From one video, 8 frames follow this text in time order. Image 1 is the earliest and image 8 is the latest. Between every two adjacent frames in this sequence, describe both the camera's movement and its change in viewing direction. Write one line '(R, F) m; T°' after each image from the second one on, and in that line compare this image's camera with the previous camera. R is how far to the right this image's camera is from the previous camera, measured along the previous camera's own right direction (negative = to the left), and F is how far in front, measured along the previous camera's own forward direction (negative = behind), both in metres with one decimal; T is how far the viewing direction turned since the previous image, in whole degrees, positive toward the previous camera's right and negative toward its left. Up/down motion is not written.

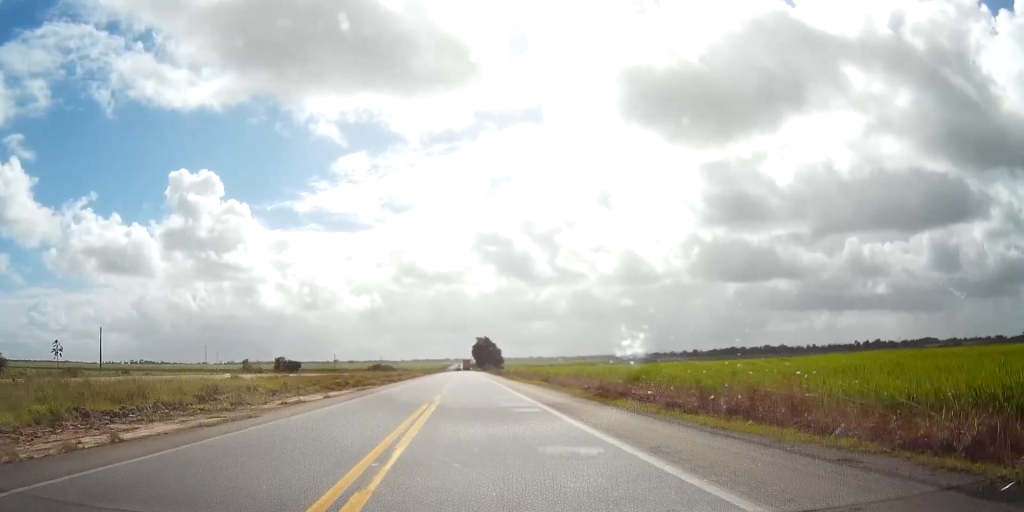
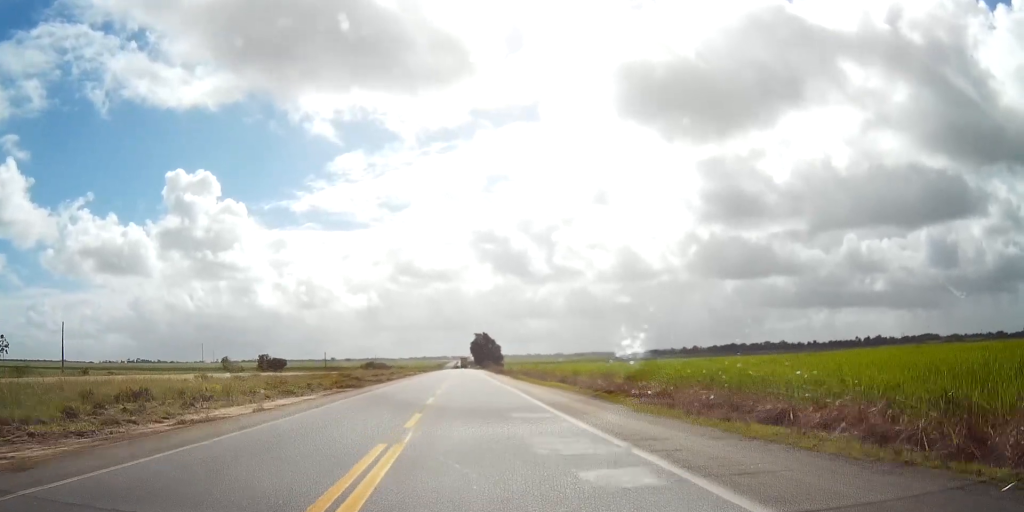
(0.0, +12.5) m; 0°
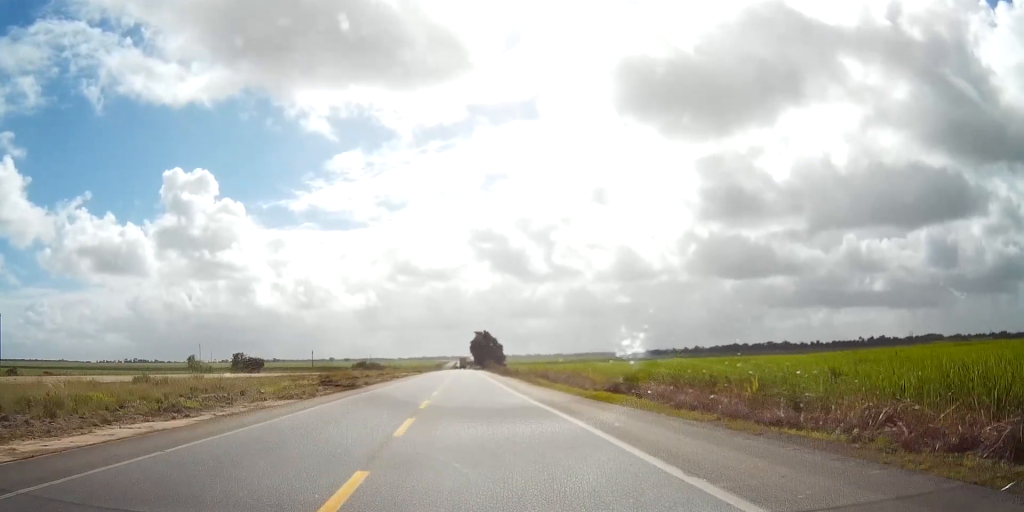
(-0.1, +18.2) m; 0°
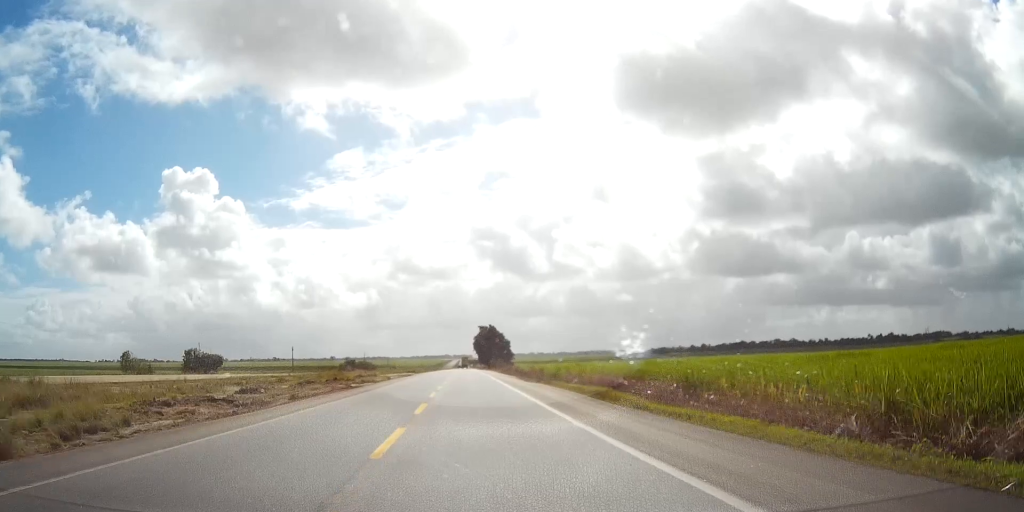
(0.0, +27.6) m; 0°
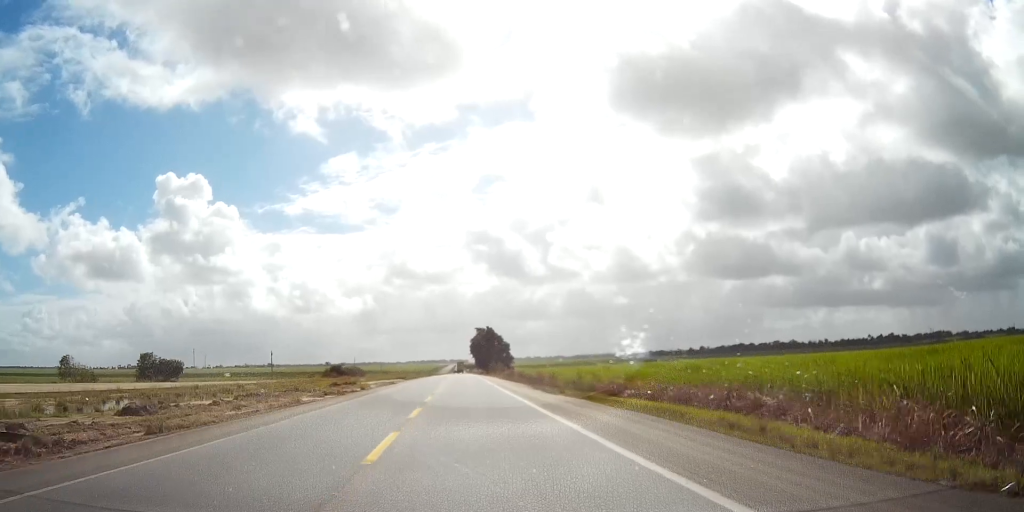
(0.0, +16.6) m; 0°
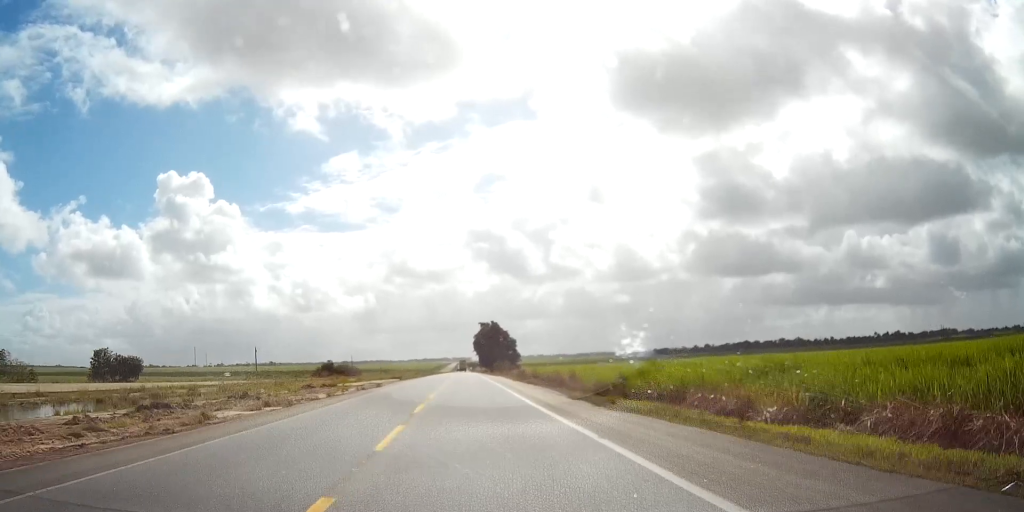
(0.0, +15.1) m; 0°
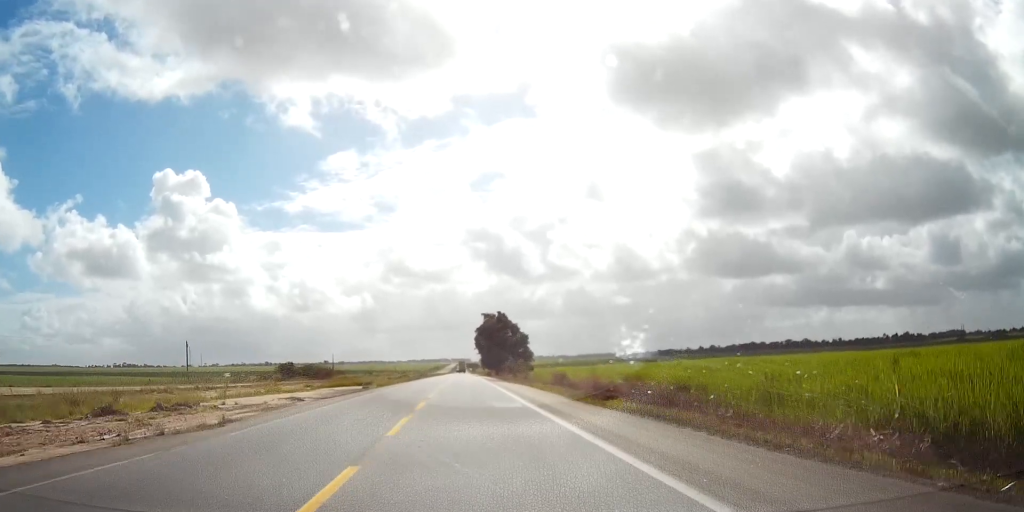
(0.0, +38.8) m; 0°
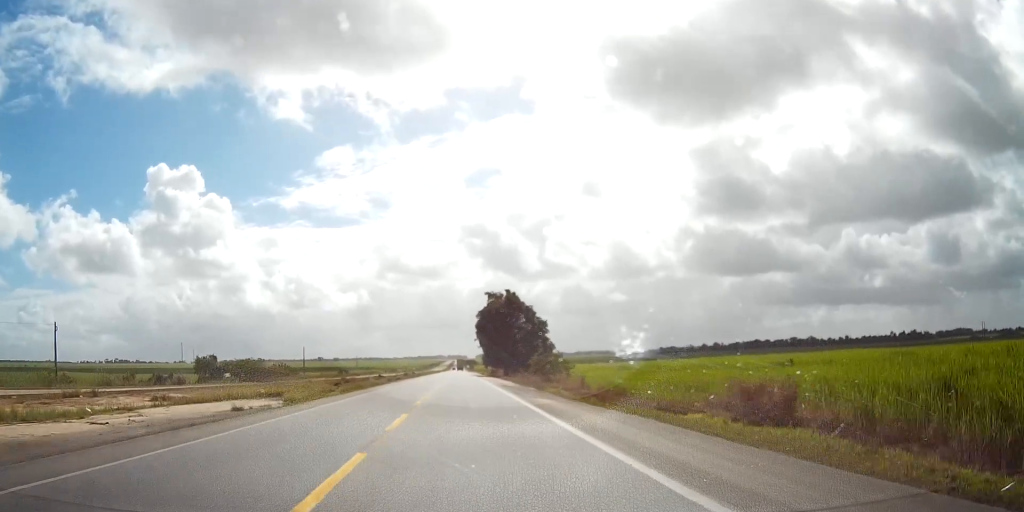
(0.0, +40.1) m; 0°
